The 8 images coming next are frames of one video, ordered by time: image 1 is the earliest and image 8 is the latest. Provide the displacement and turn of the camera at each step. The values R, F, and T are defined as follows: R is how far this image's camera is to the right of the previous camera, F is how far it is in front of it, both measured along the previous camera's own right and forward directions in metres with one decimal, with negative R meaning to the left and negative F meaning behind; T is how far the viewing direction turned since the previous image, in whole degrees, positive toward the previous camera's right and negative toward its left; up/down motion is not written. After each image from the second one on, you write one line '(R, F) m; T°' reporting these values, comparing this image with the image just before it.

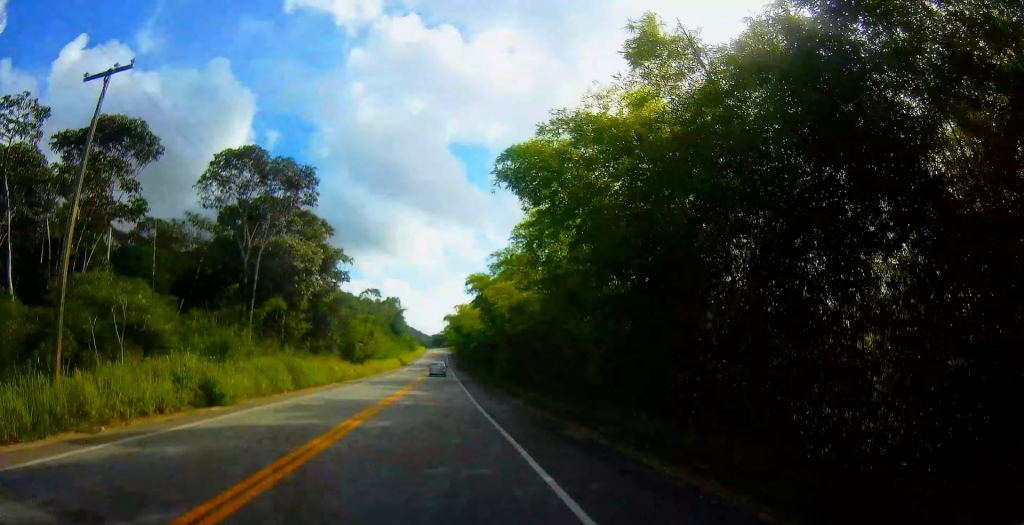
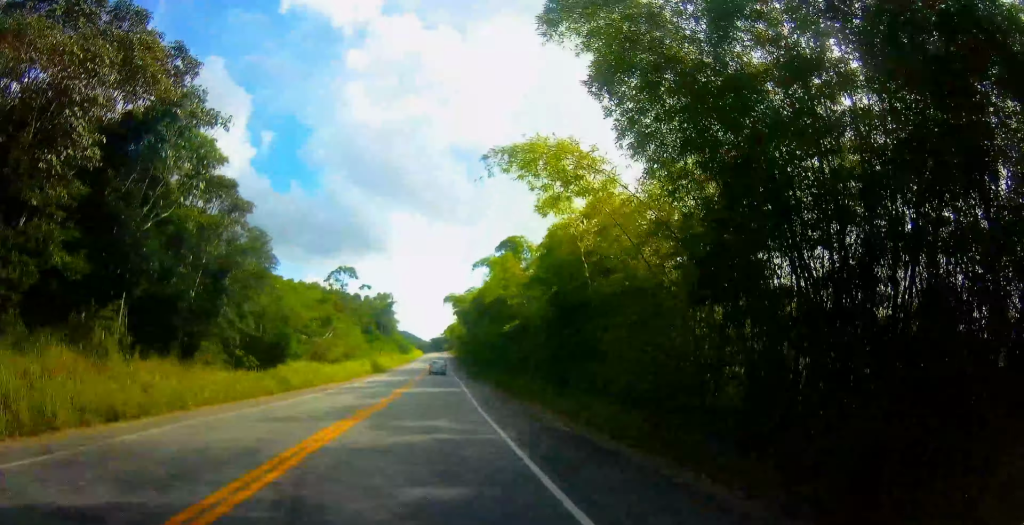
(+0.1, +39.1) m; 0°
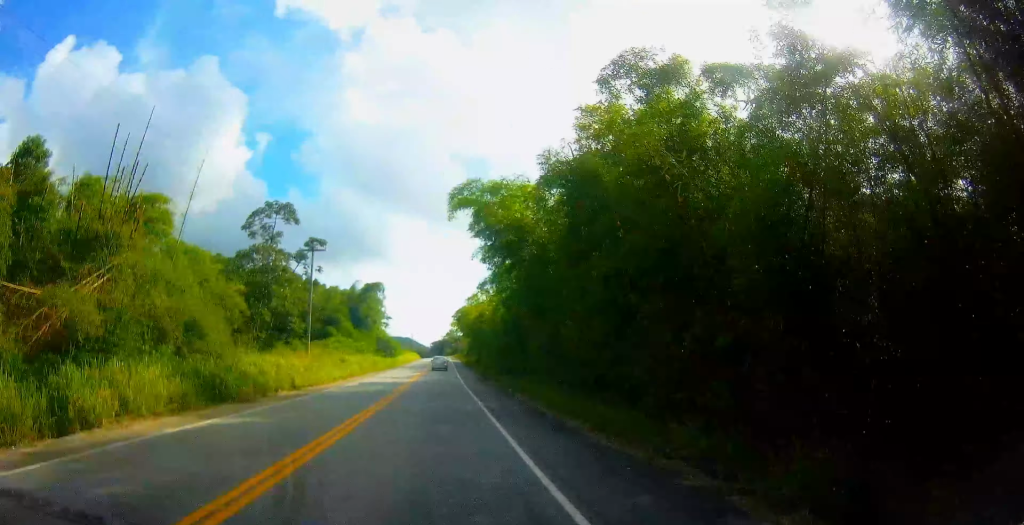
(0.0, +47.0) m; 0°
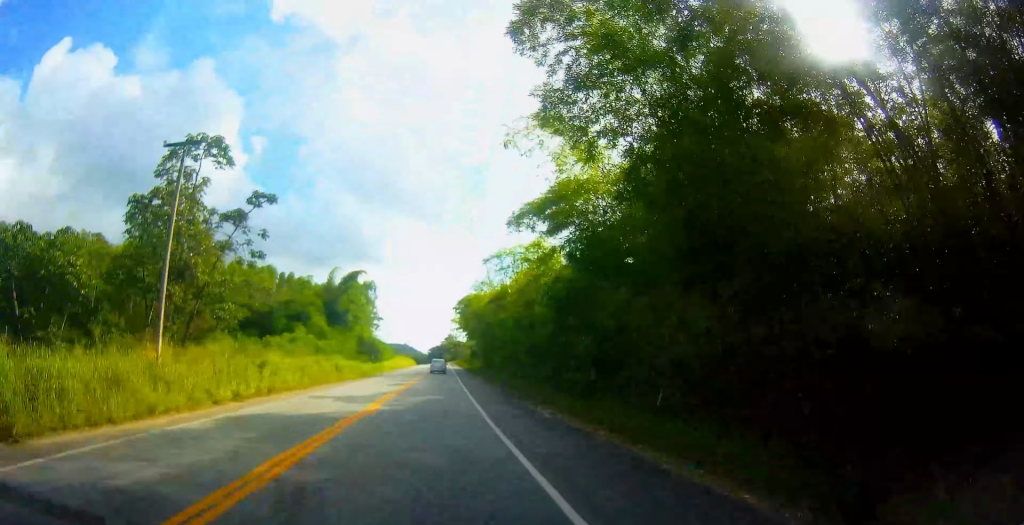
(0.0, +21.4) m; 0°
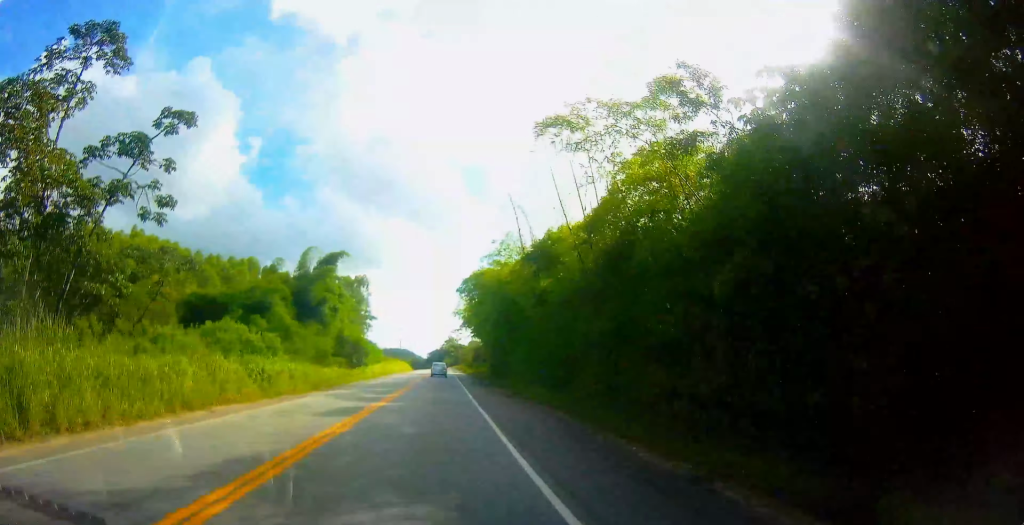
(+0.1, +18.4) m; -1°
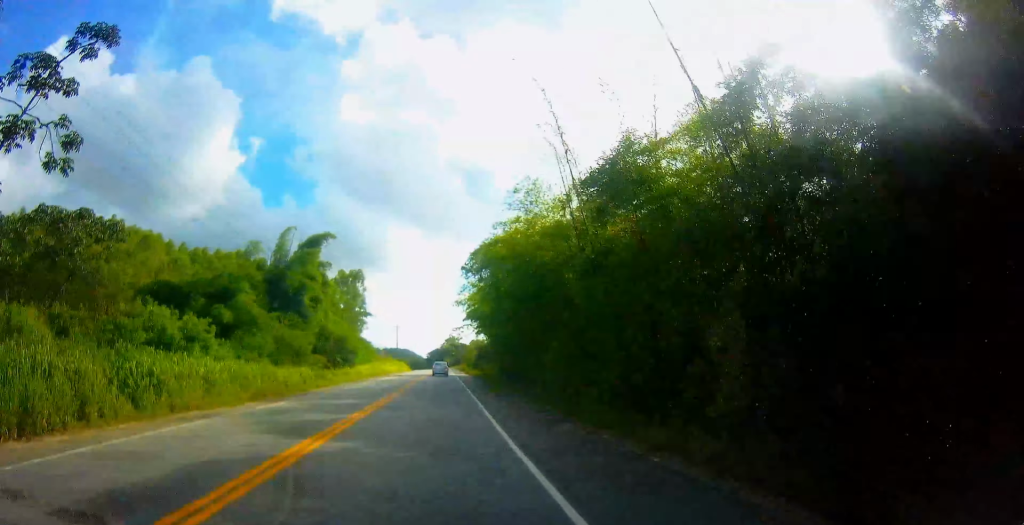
(-0.1, +10.9) m; 0°
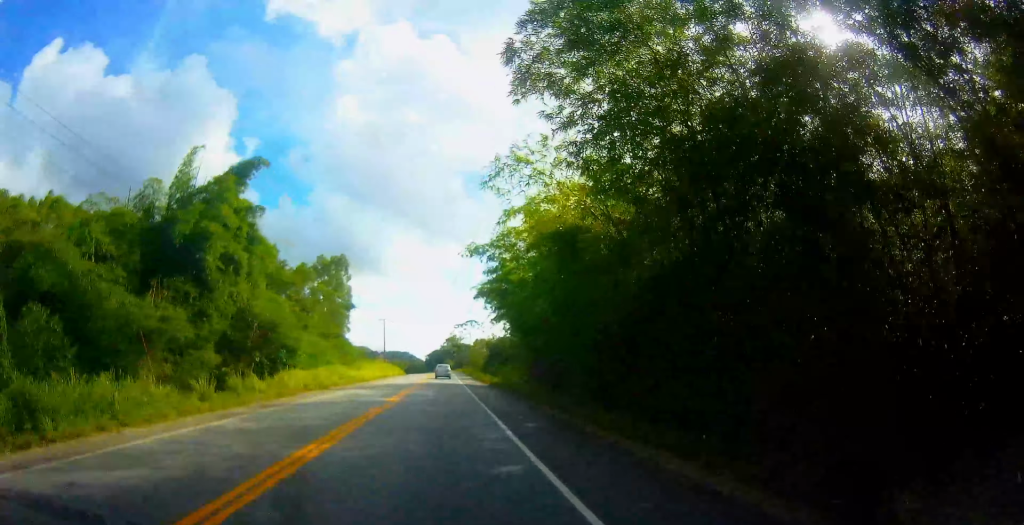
(-0.1, +26.1) m; 0°
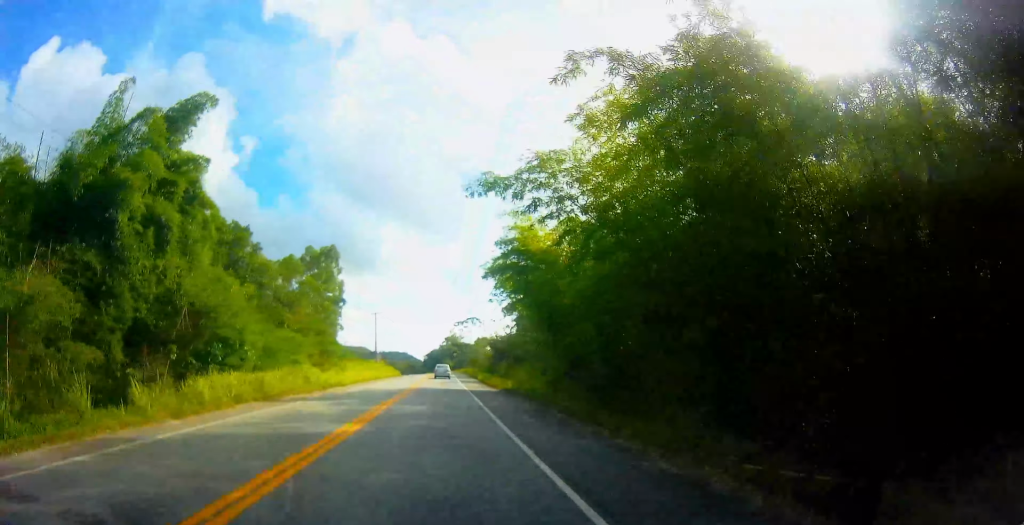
(+0.2, +10.9) m; 0°
